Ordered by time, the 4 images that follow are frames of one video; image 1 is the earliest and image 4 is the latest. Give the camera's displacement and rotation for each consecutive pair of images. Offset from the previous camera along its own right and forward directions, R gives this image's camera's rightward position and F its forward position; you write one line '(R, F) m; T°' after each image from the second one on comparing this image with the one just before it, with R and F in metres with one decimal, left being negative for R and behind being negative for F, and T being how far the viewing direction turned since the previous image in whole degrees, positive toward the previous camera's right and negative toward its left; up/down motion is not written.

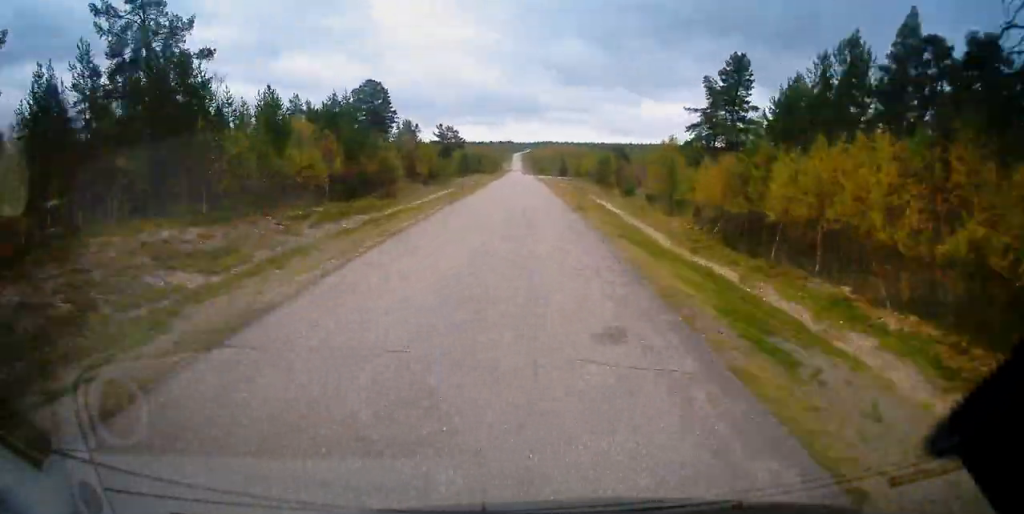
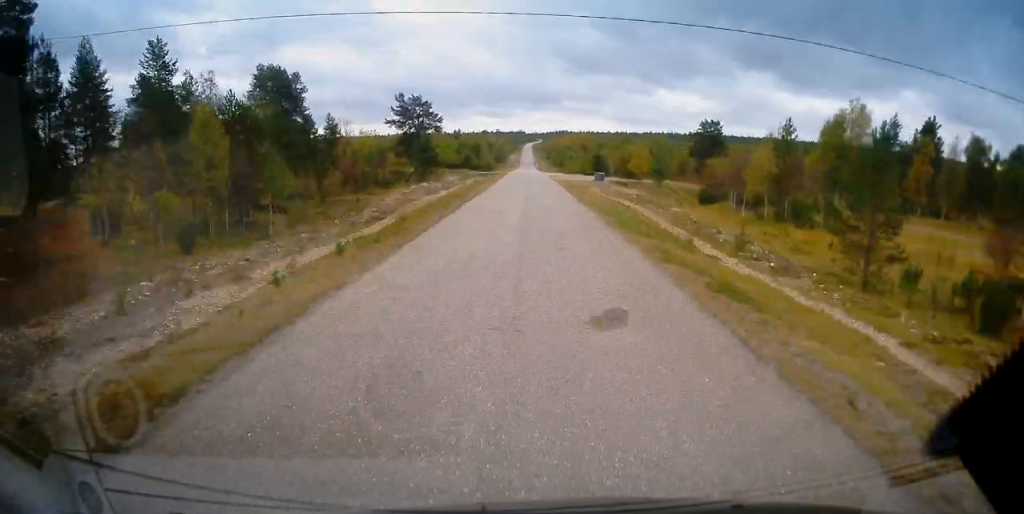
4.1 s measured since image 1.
(-0.6, +64.4) m; -1°
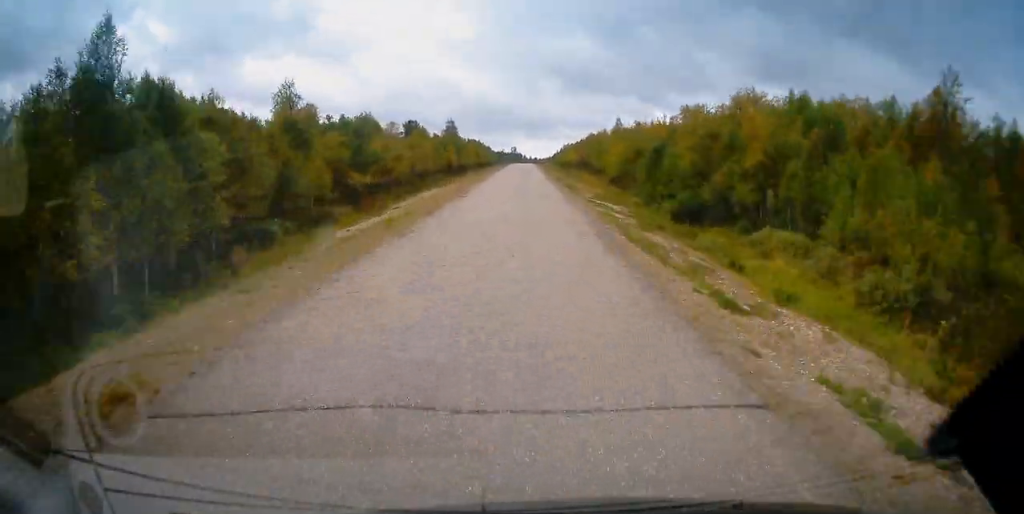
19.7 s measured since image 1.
(-3.0, +243.4) m; -1°
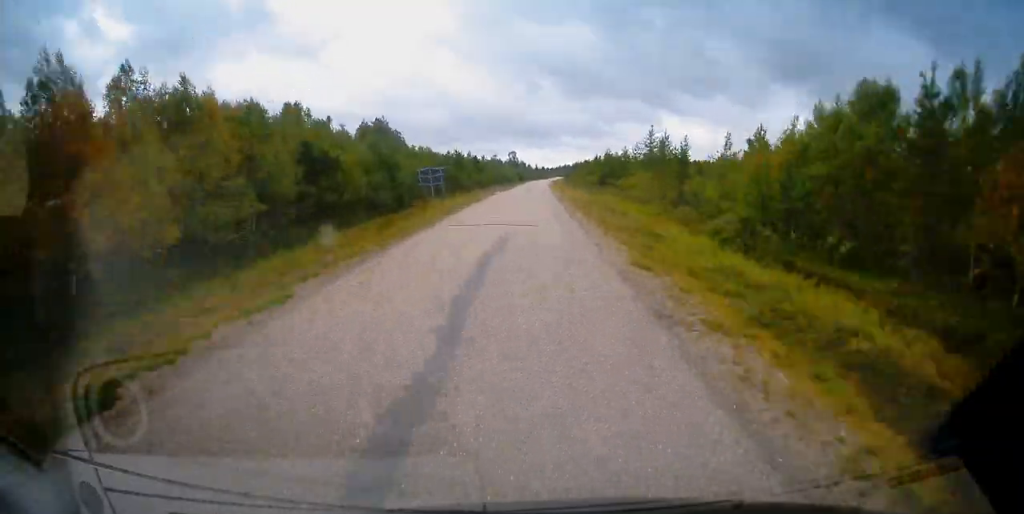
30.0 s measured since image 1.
(+0.3, +159.9) m; +1°
